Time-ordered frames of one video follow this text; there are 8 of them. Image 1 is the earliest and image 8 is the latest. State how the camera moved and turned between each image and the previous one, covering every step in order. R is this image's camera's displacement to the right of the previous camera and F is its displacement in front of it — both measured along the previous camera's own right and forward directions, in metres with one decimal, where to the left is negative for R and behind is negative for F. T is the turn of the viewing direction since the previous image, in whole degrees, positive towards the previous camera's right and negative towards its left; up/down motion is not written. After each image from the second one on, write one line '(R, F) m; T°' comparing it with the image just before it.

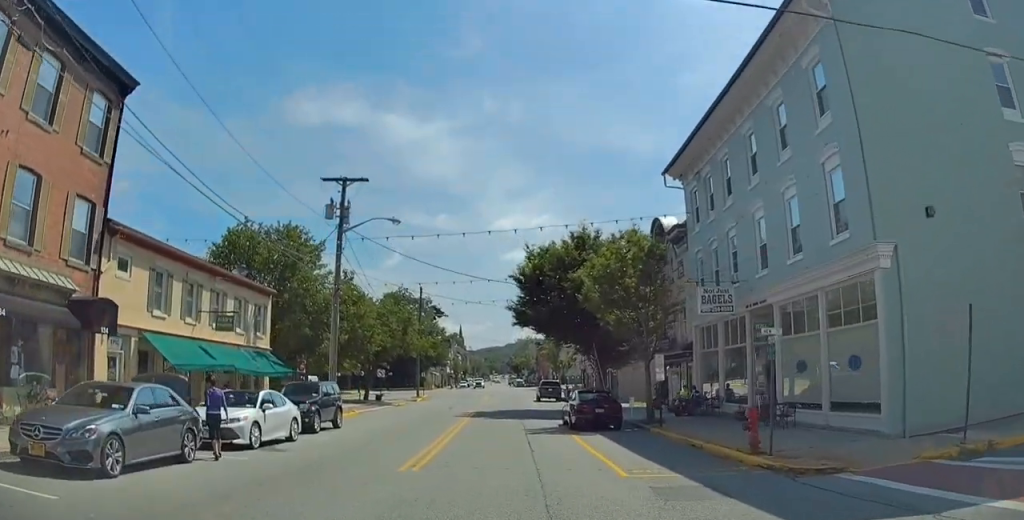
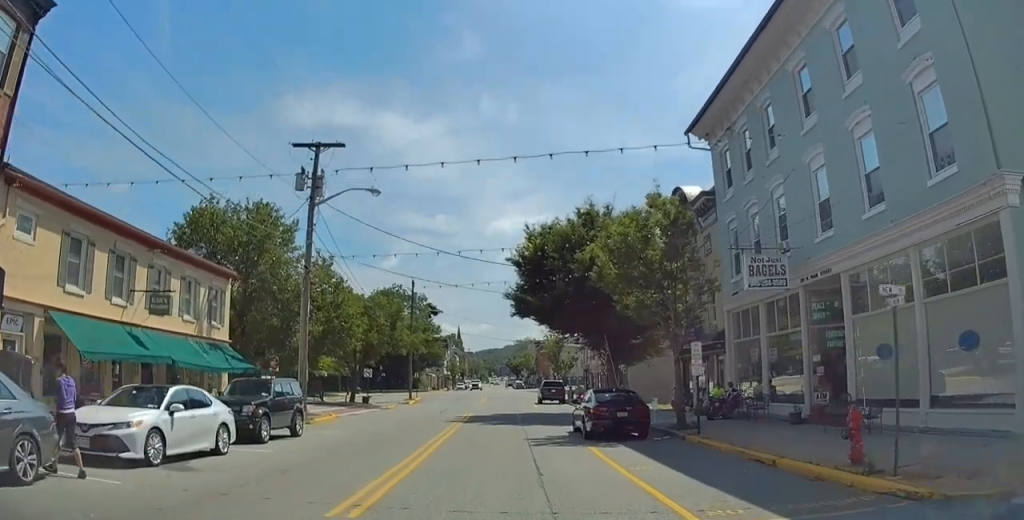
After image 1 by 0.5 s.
(0.0, +4.7) m; 0°
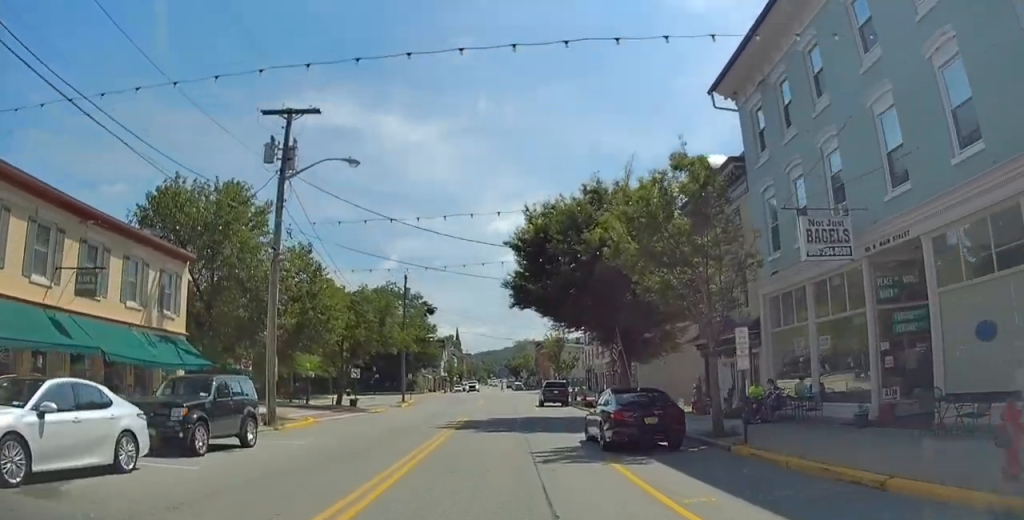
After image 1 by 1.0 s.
(0.0, +3.9) m; 0°
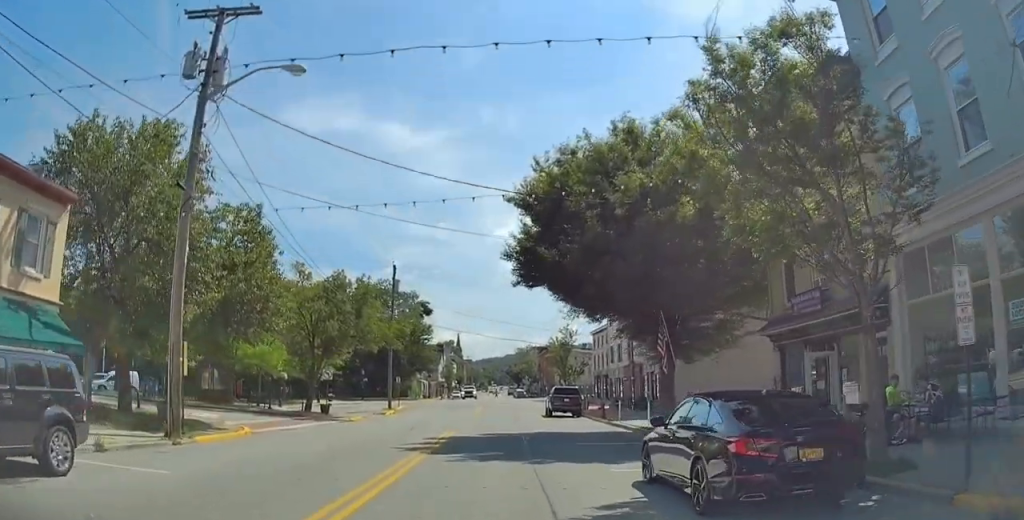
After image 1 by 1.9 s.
(0.0, +7.8) m; 0°
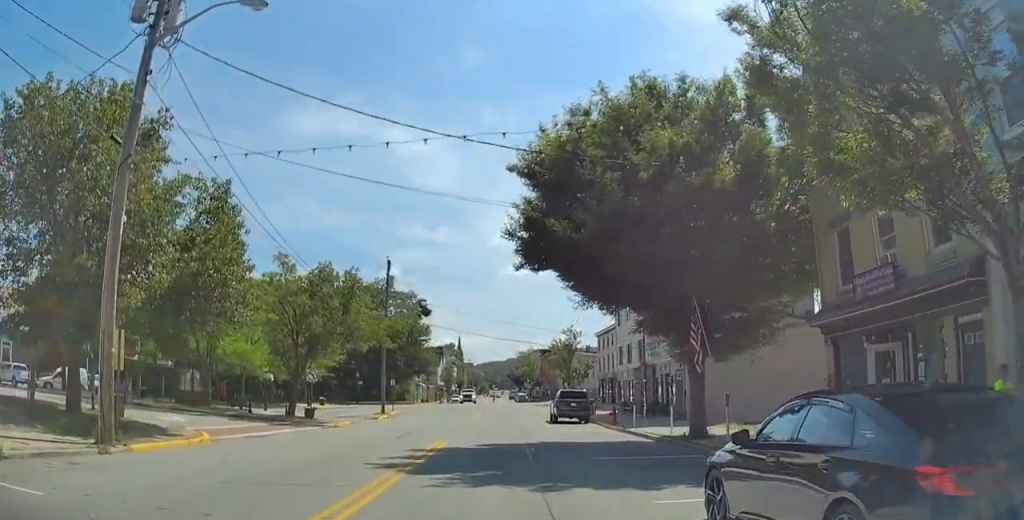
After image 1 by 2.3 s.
(0.0, +3.5) m; 0°
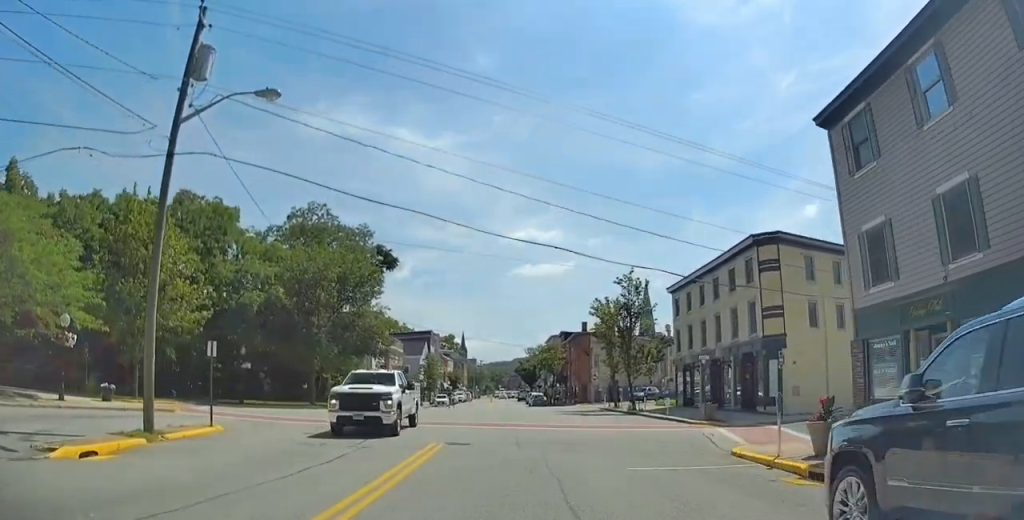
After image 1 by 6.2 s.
(-0.4, +35.1) m; -2°
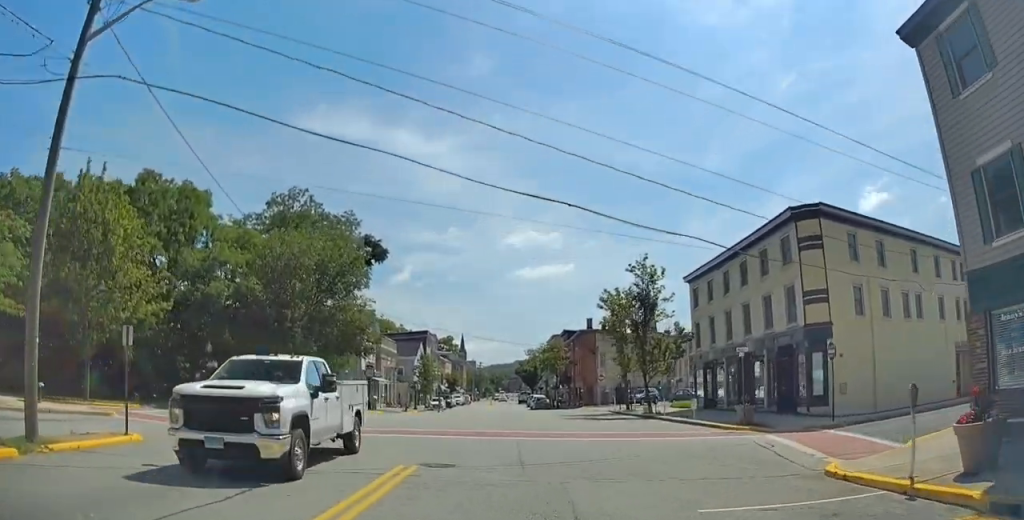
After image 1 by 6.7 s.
(-0.2, +4.8) m; -2°
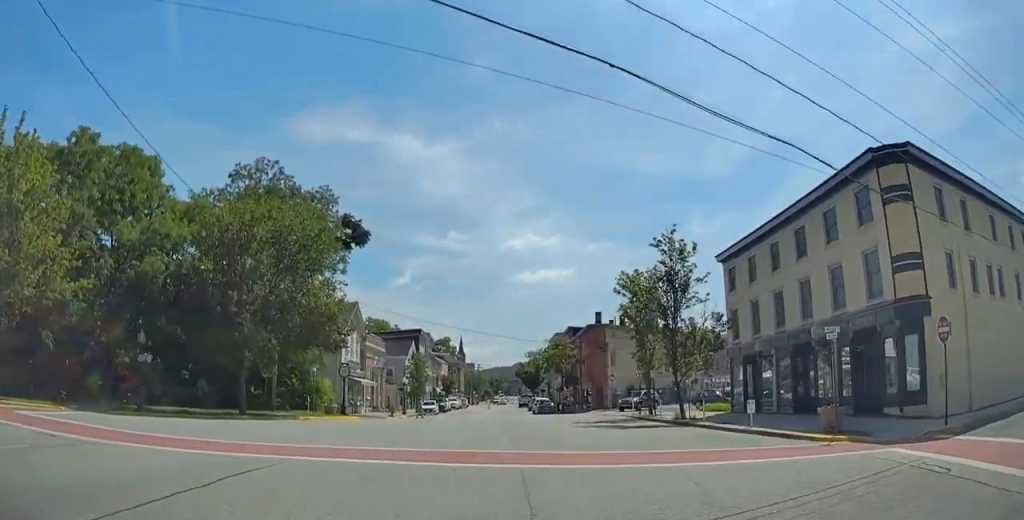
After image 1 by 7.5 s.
(+0.4, +7.1) m; -3°
